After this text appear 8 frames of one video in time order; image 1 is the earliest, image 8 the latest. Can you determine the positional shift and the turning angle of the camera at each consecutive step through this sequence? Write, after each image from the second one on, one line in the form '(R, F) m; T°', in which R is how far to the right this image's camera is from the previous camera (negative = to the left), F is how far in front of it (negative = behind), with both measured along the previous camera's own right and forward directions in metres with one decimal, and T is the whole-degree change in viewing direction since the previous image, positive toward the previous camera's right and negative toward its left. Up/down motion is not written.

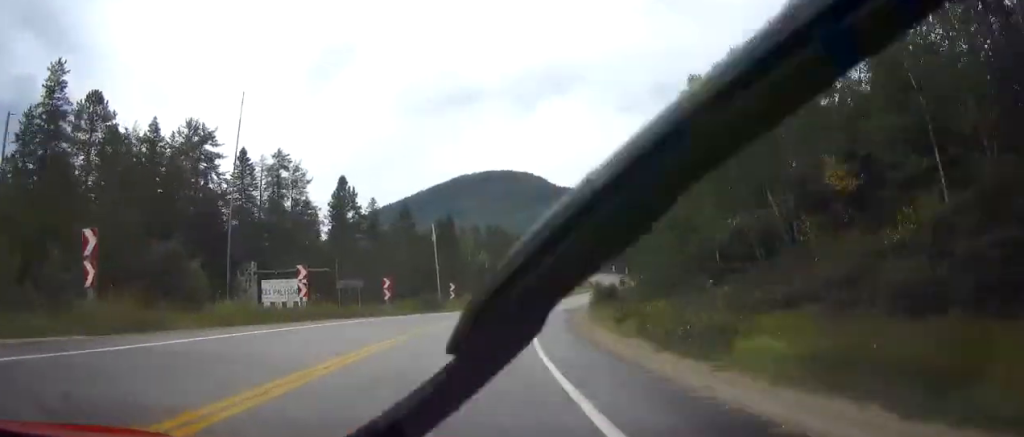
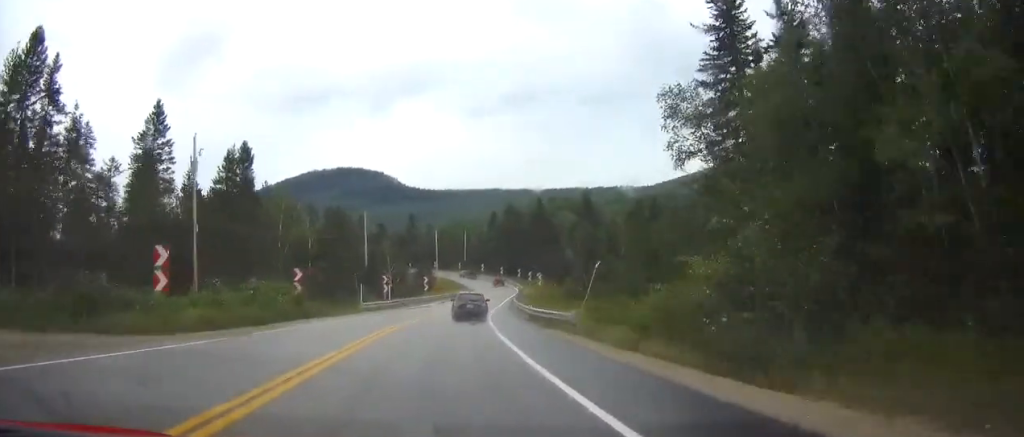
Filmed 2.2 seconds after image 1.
(+7.6, +49.0) m; +16°
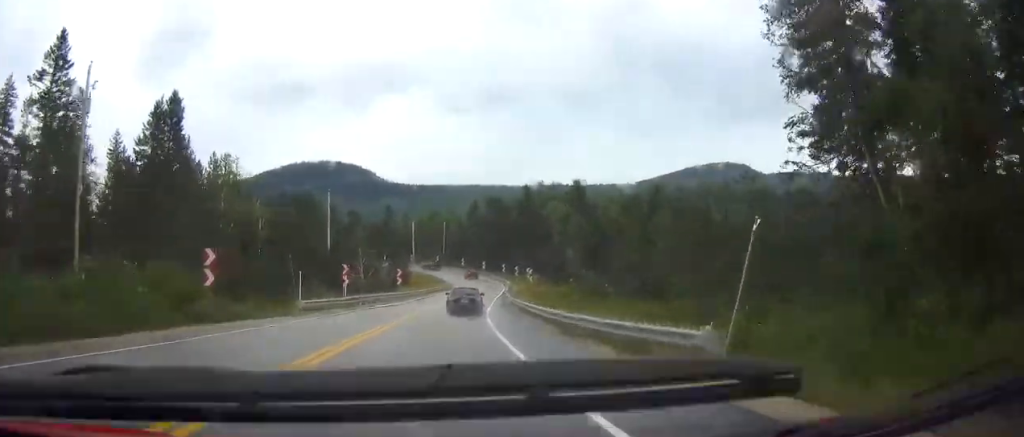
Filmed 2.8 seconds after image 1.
(+0.4, +14.1) m; +3°
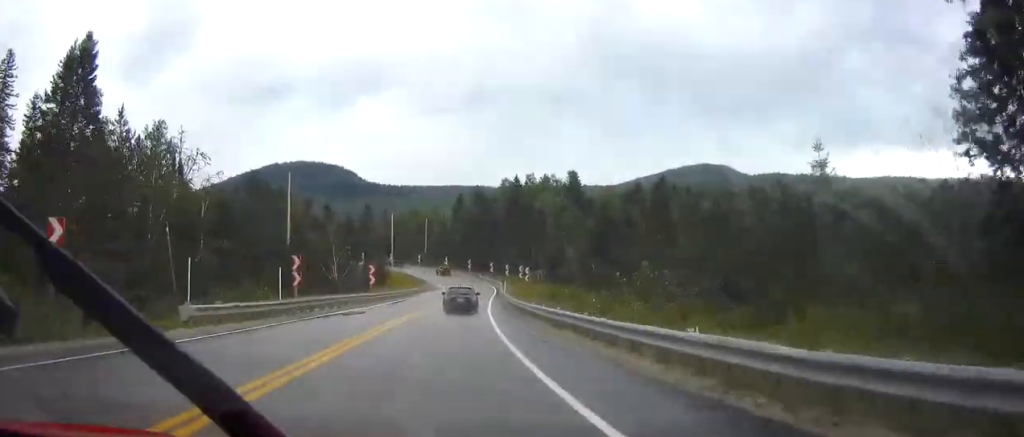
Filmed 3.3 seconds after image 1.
(+0.3, +12.7) m; +2°
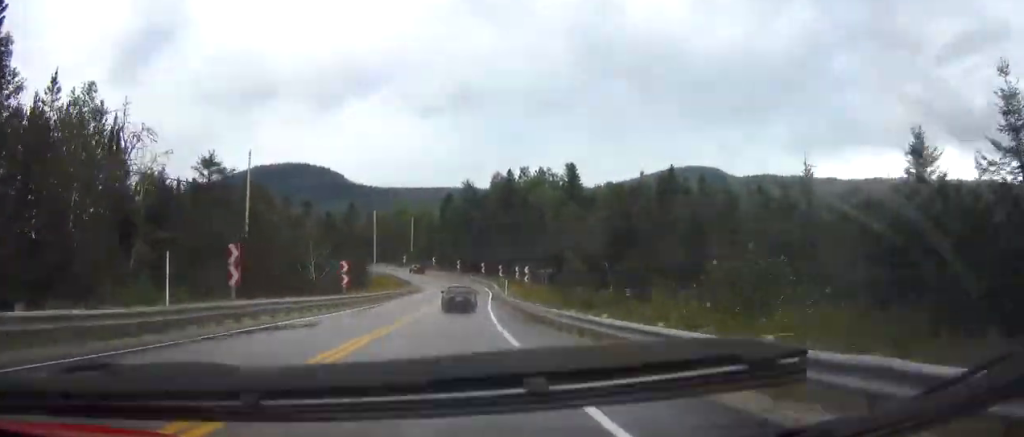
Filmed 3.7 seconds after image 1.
(+0.1, +10.4) m; +2°
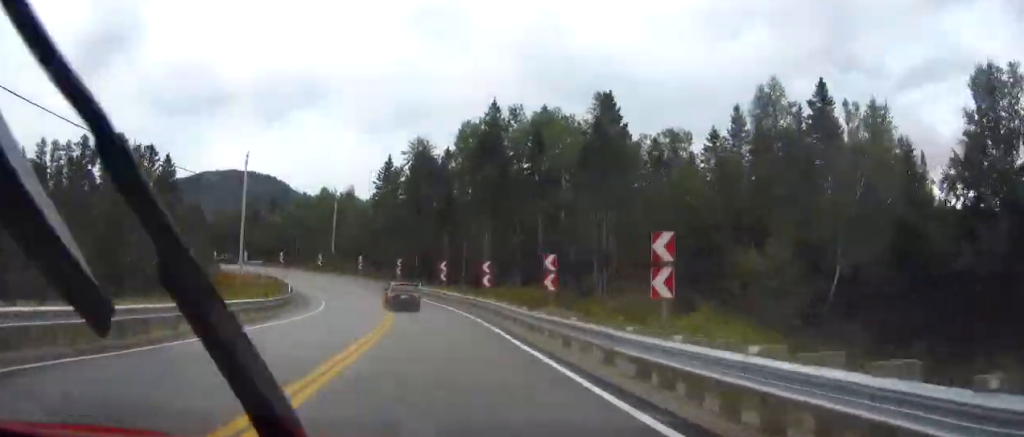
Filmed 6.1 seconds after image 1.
(+2.9, +55.6) m; +4°
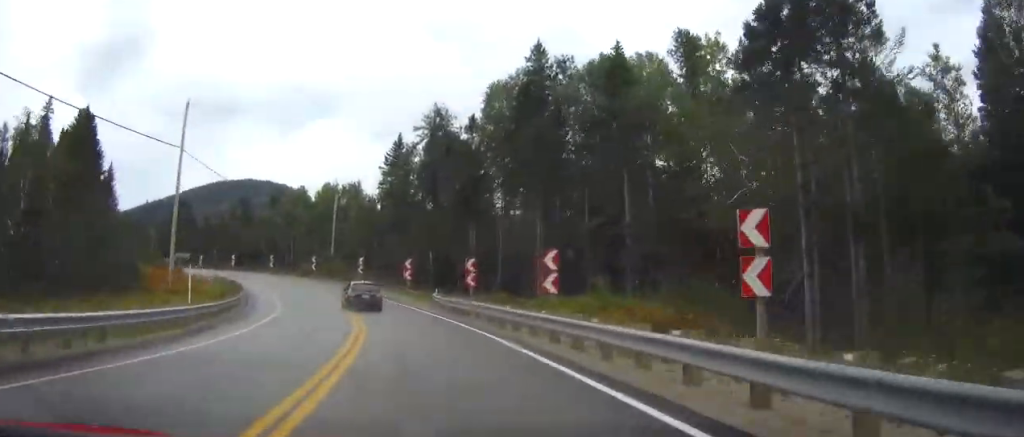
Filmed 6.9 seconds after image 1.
(+0.1, +20.2) m; 0°
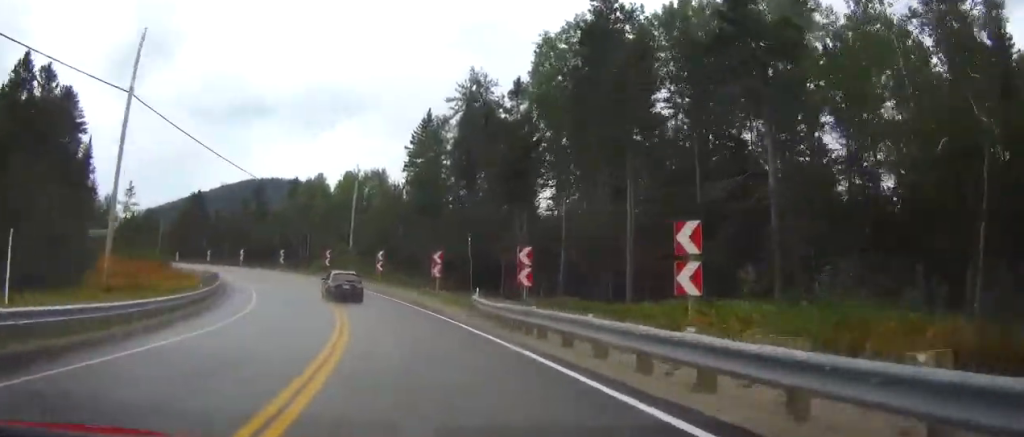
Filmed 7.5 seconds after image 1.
(+0.2, +12.3) m; -1°
